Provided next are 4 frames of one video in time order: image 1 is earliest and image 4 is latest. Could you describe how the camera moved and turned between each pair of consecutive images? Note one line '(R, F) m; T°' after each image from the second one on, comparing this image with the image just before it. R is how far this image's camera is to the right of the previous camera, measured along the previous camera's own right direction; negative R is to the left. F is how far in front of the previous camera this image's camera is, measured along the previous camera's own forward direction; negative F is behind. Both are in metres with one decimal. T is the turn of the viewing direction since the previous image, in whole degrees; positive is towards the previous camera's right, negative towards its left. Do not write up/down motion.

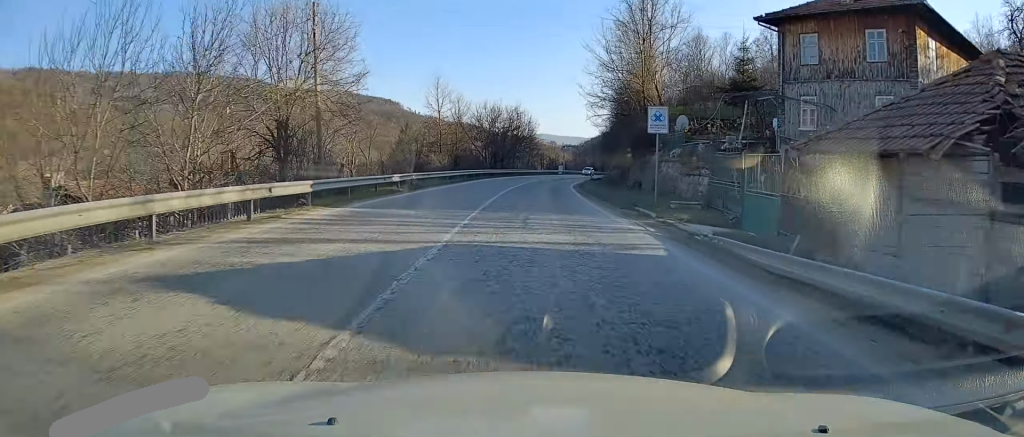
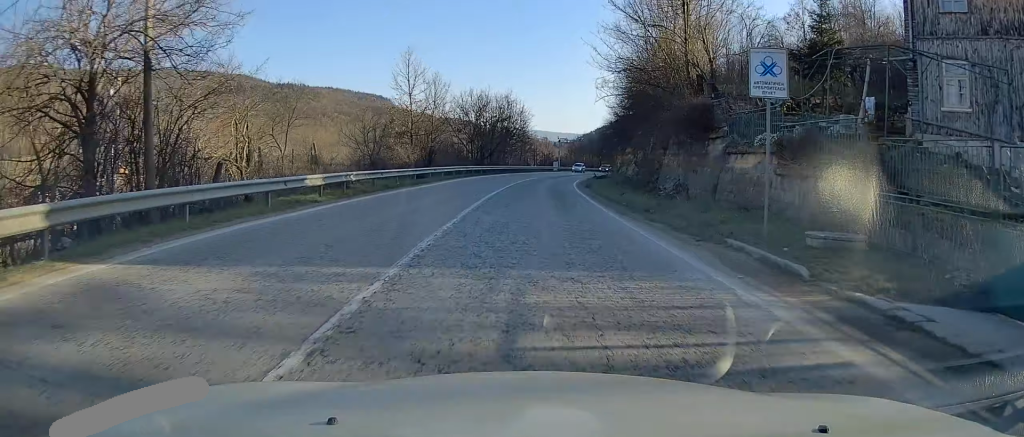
(+0.1, +10.4) m; +1°
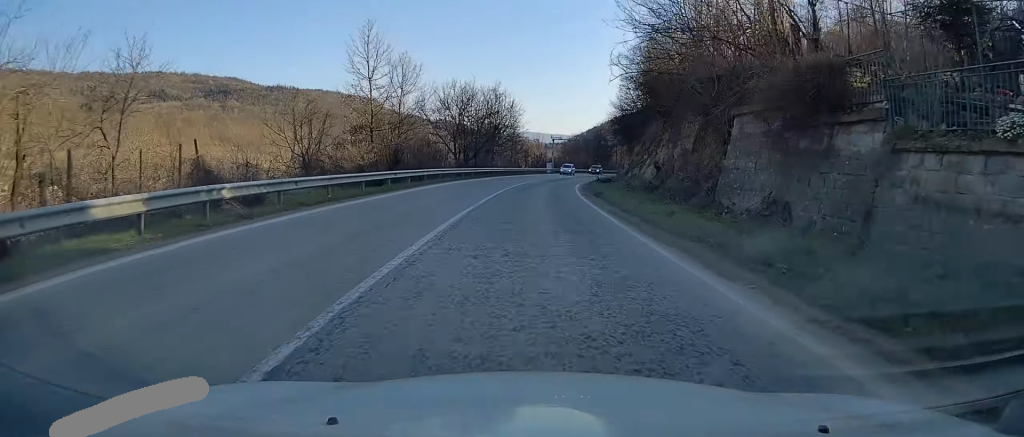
(+0.1, +9.1) m; +1°
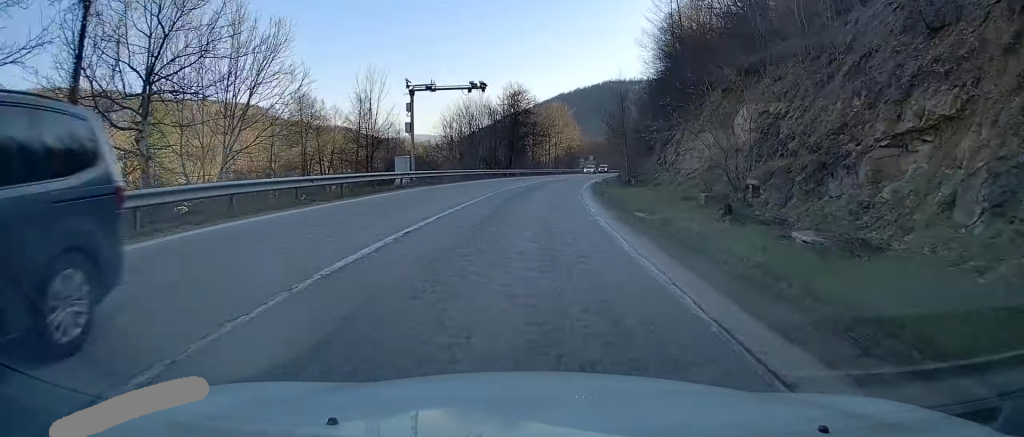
(+5.2, +68.5) m; +9°
